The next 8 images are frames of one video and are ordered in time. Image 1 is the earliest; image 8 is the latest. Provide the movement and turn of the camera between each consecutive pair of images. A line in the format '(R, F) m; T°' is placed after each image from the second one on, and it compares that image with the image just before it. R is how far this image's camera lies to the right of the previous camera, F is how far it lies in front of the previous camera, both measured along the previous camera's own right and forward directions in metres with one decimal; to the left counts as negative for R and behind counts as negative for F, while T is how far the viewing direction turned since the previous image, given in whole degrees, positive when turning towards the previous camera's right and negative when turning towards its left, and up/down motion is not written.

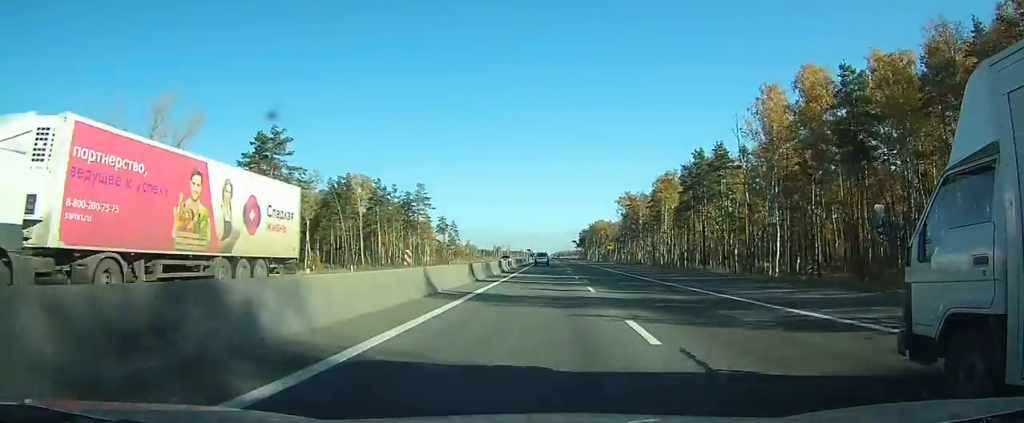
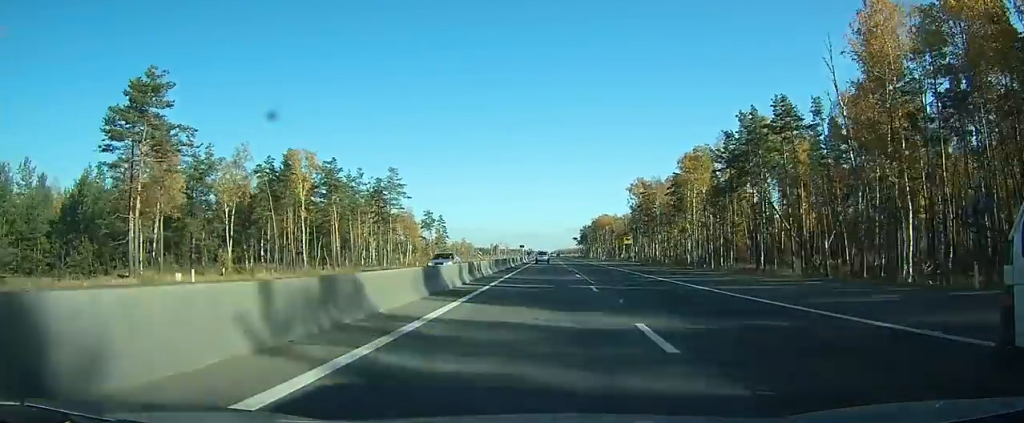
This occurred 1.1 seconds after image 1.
(0.0, +25.7) m; 0°
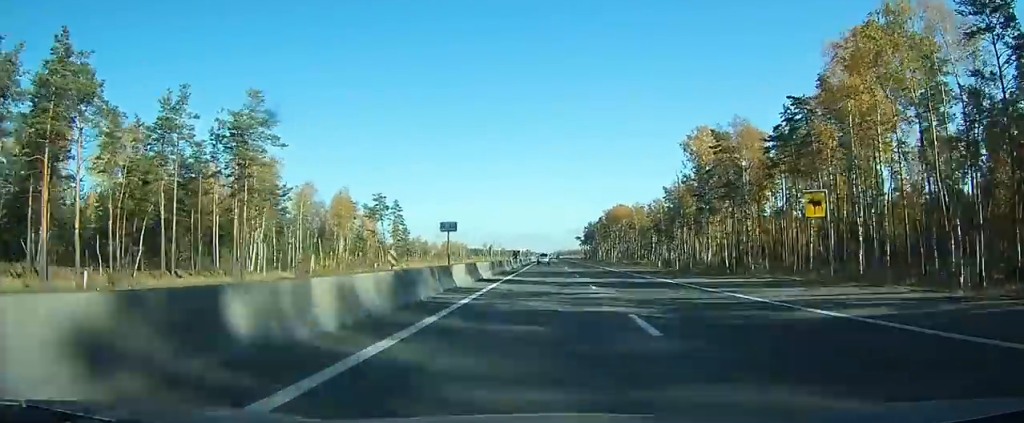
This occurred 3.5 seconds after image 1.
(+0.2, +59.9) m; 0°
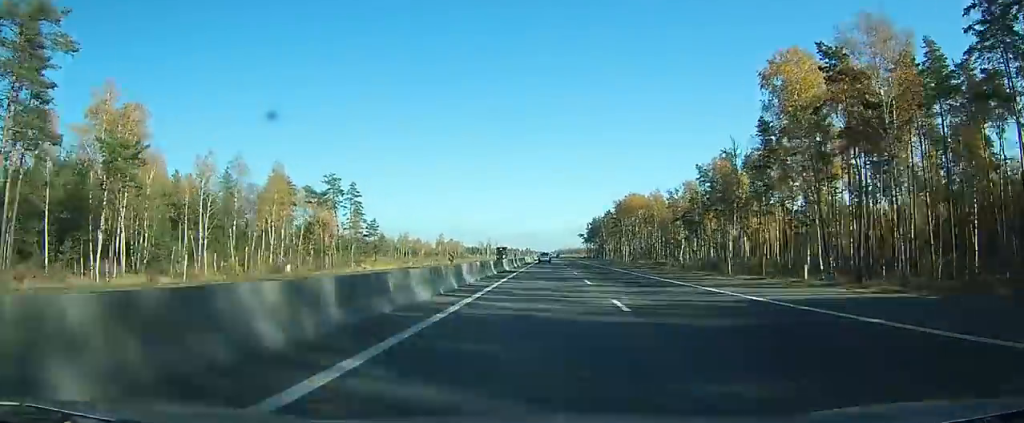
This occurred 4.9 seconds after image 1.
(0.0, +31.9) m; 0°
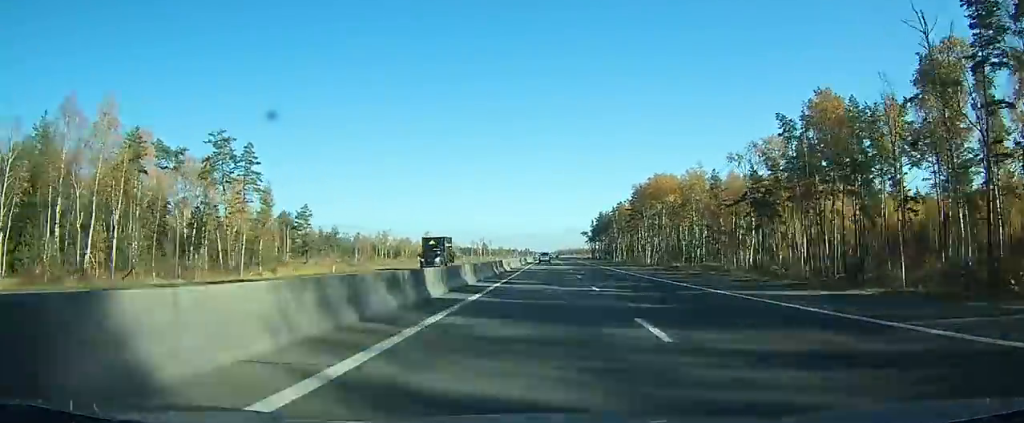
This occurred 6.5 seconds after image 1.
(0.0, +39.4) m; 0°
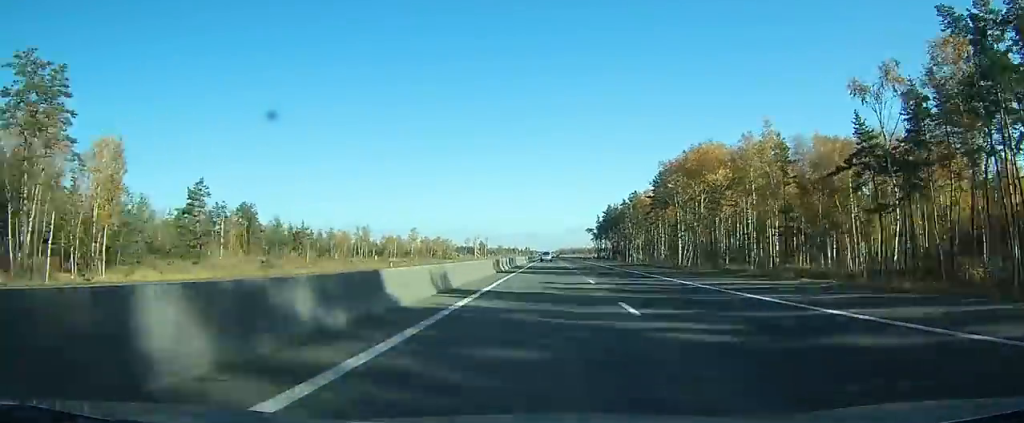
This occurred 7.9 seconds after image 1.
(0.0, +31.5) m; 0°
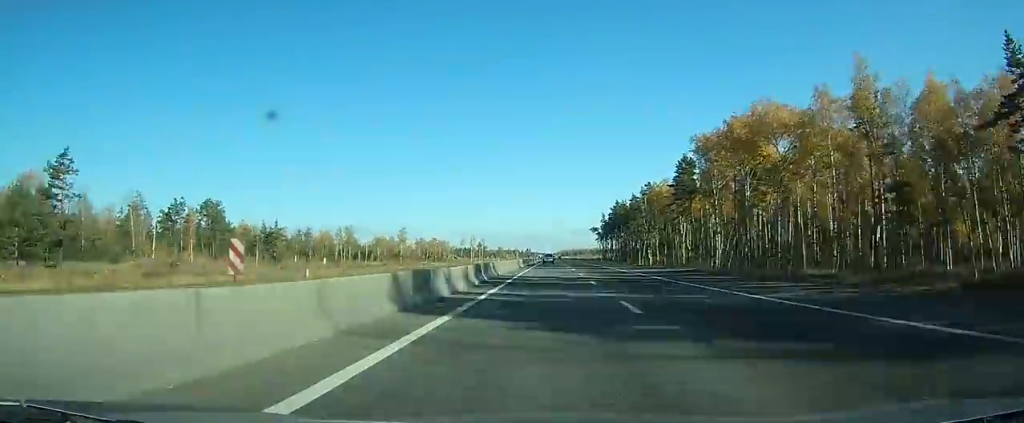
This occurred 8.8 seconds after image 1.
(0.0, +22.4) m; 0°
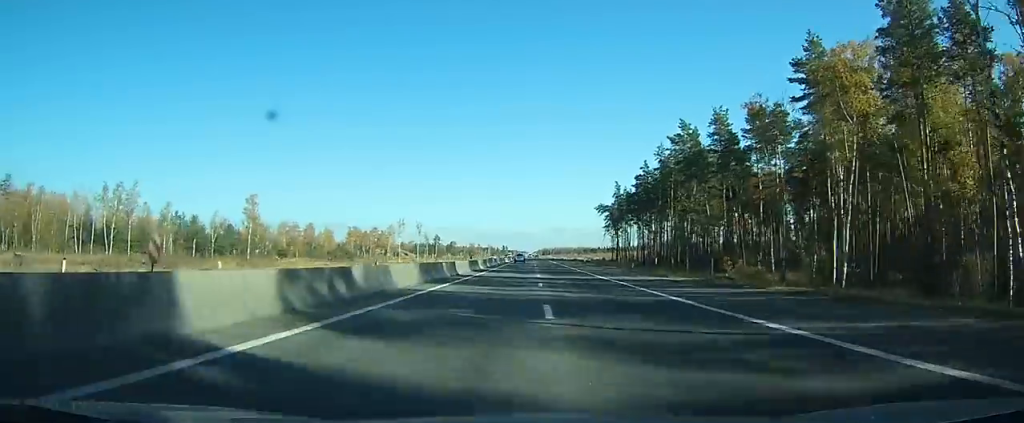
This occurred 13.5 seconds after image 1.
(+1.5, +124.6) m; +1°
